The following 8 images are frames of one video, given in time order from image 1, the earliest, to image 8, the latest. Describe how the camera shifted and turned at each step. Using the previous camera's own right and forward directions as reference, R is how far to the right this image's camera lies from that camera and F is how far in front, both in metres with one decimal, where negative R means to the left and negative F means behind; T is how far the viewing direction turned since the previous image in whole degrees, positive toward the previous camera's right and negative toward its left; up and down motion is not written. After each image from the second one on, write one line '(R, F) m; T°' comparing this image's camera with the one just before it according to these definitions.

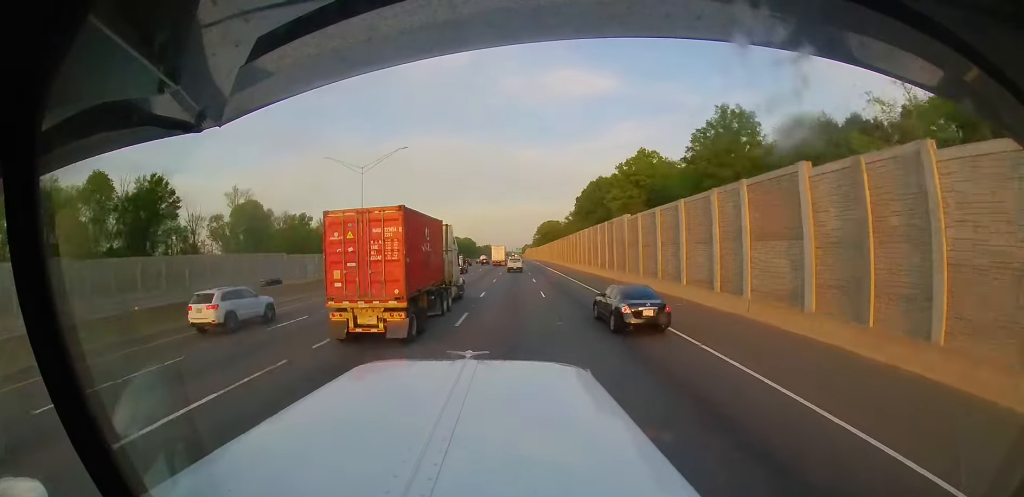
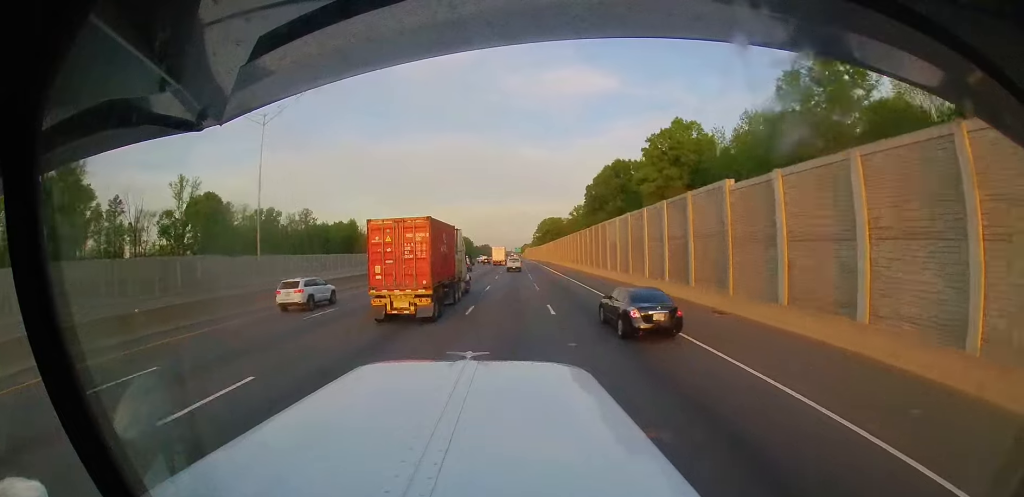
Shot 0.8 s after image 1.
(0.0, +19.5) m; 0°
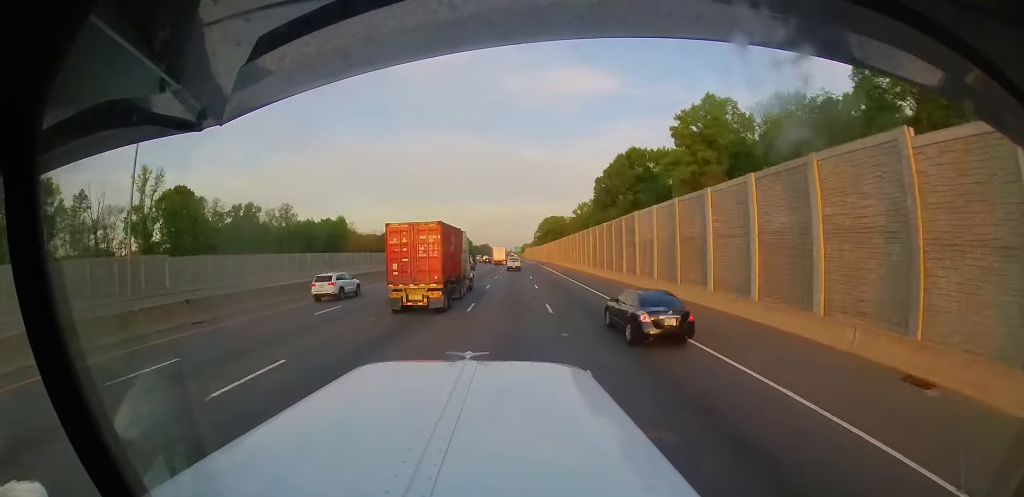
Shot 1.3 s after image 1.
(-0.1, +11.3) m; 0°
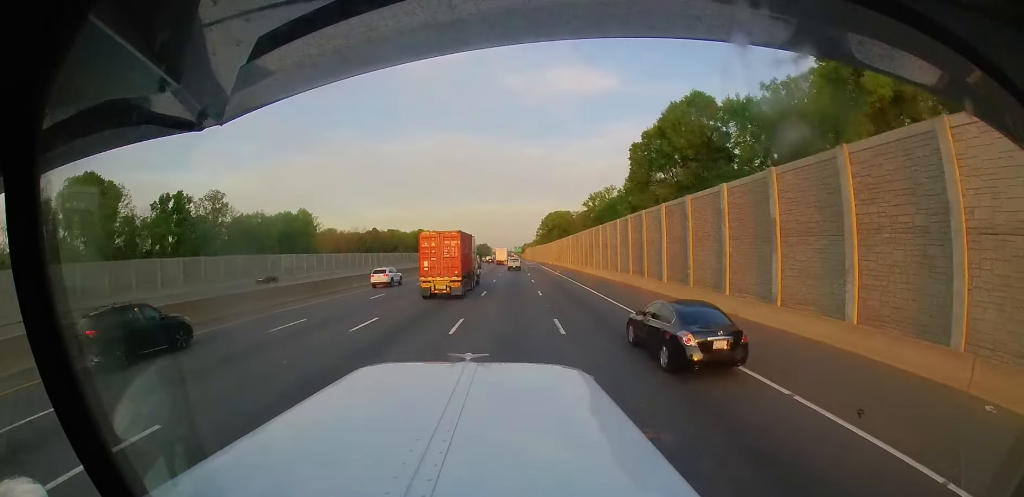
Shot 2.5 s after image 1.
(-0.1, +28.8) m; 0°
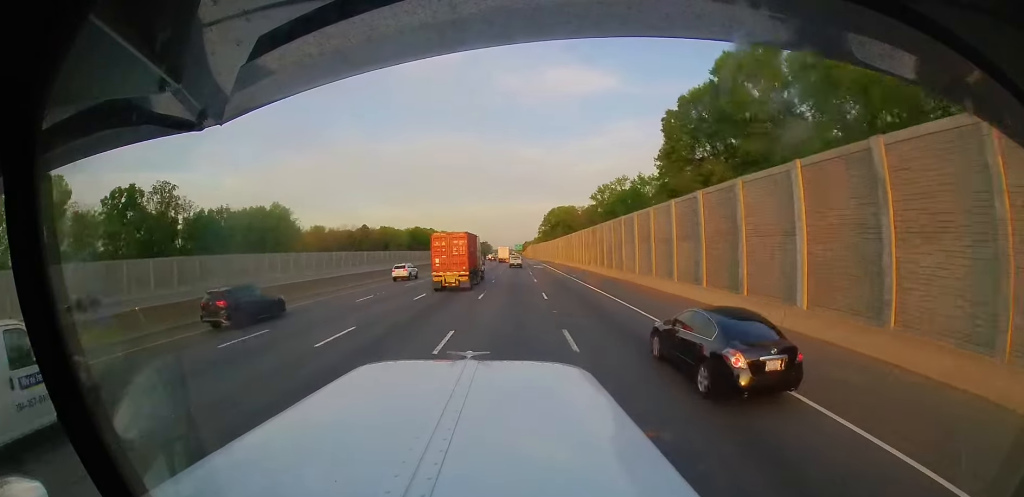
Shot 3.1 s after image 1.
(0.0, +15.2) m; +1°
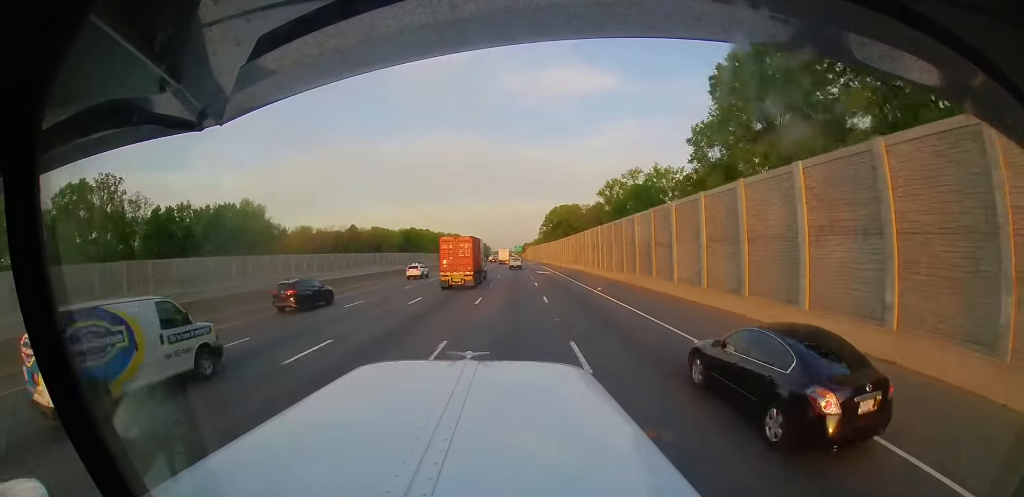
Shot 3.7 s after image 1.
(0.0, +13.7) m; +1°
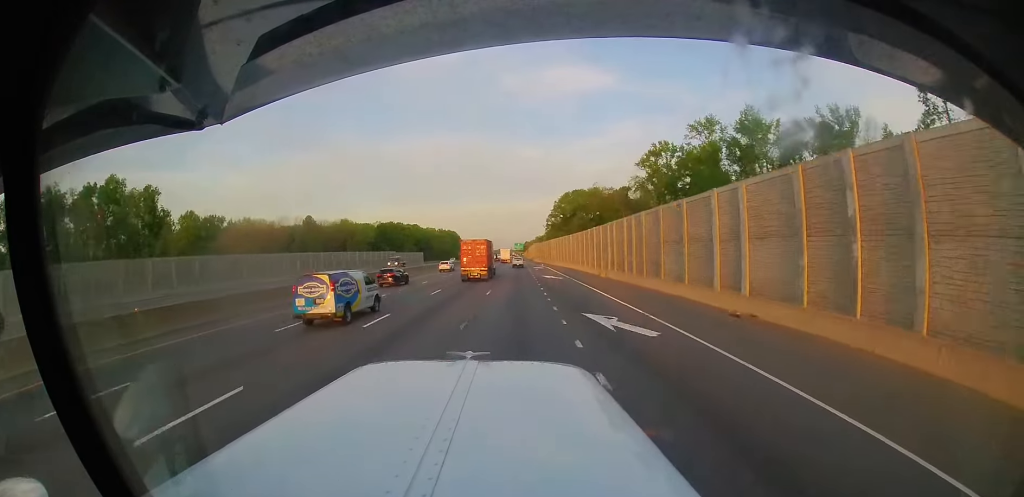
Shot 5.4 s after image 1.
(+0.2, +42.4) m; -1°
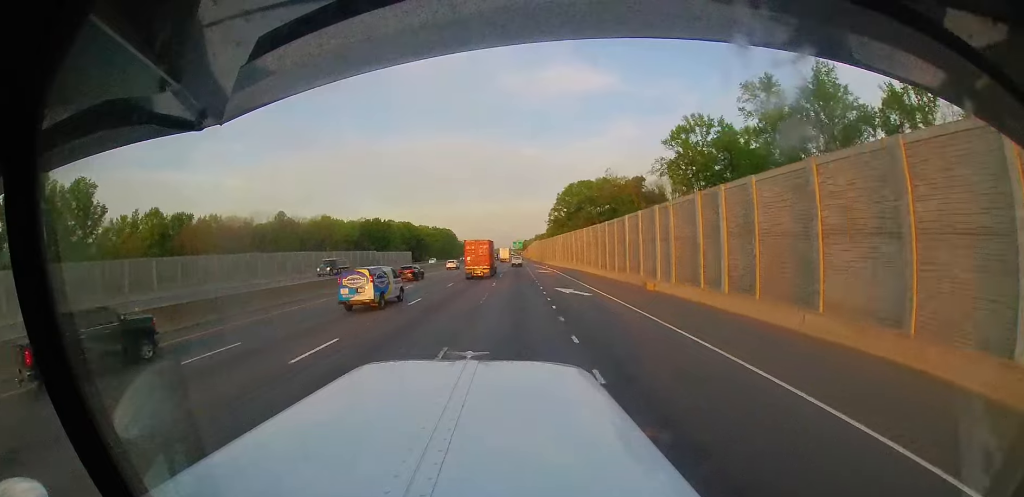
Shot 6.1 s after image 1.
(-0.2, +18.0) m; -1°
